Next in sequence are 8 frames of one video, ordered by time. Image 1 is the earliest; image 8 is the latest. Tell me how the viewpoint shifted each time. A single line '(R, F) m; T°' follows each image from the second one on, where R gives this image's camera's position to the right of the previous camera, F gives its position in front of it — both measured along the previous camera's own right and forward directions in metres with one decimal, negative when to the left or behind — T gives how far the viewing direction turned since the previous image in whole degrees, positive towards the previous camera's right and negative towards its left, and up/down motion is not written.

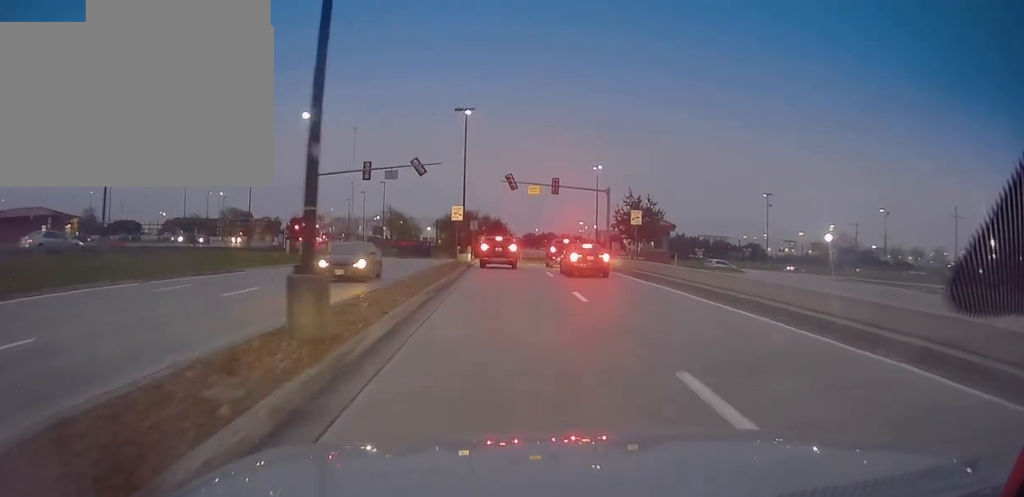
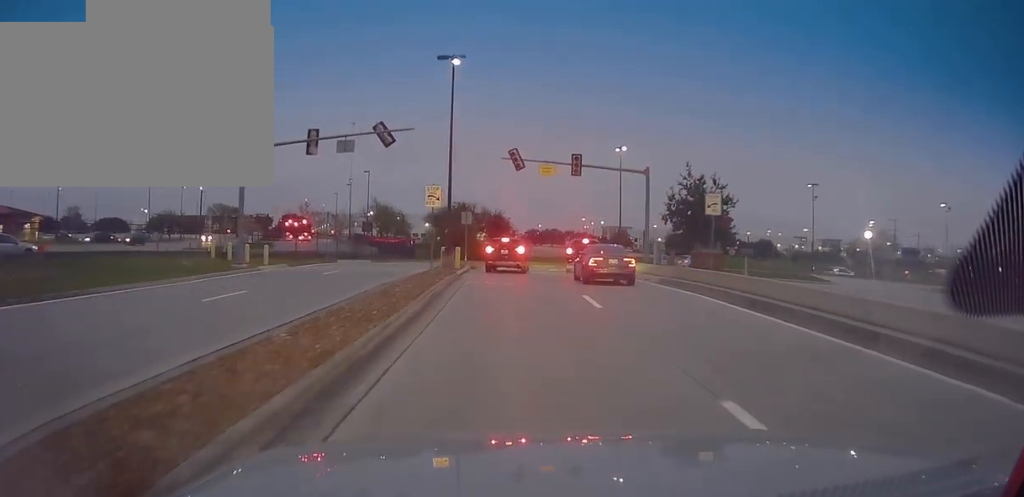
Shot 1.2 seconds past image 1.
(+0.1, +13.8) m; 0°
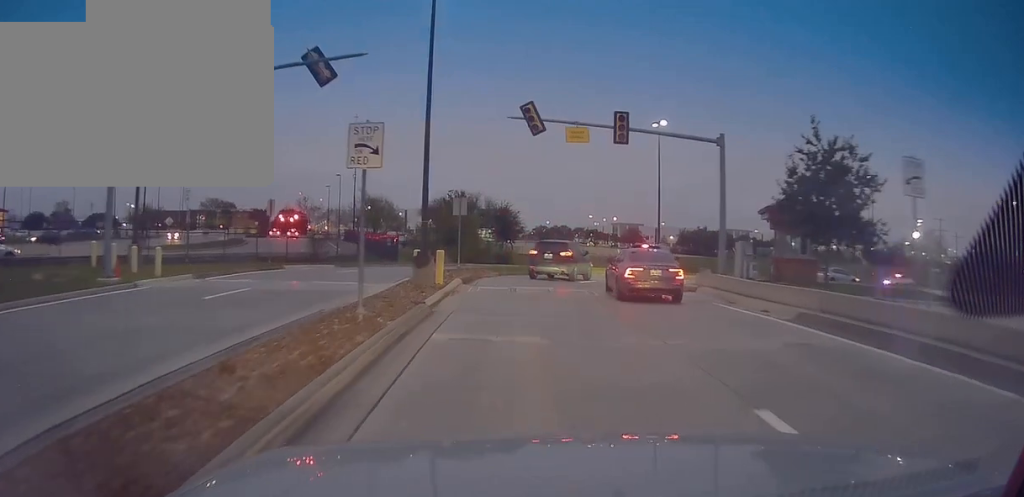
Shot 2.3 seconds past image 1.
(-0.2, +13.3) m; -1°
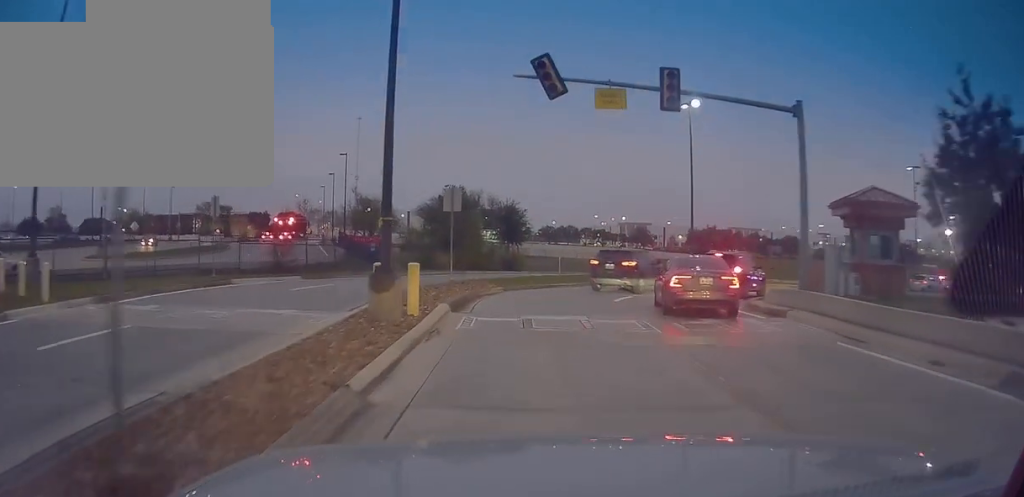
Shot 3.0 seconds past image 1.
(-0.1, +7.9) m; +1°
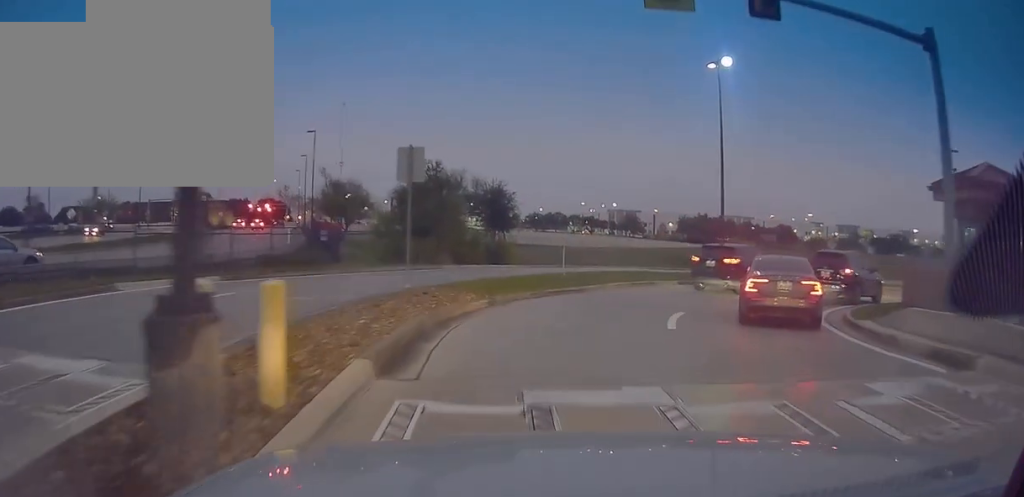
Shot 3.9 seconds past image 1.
(+0.2, +8.8) m; +1°
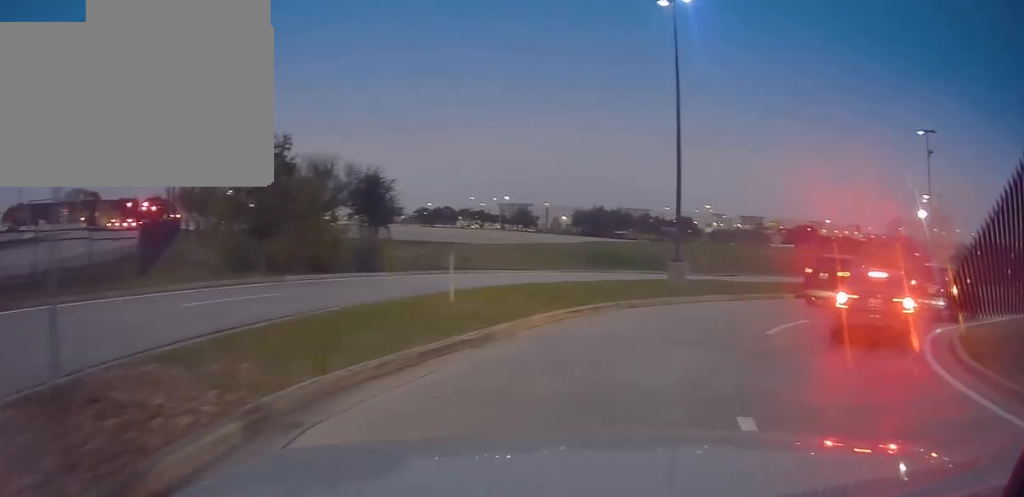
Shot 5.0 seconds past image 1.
(+0.1, +10.6) m; +3°
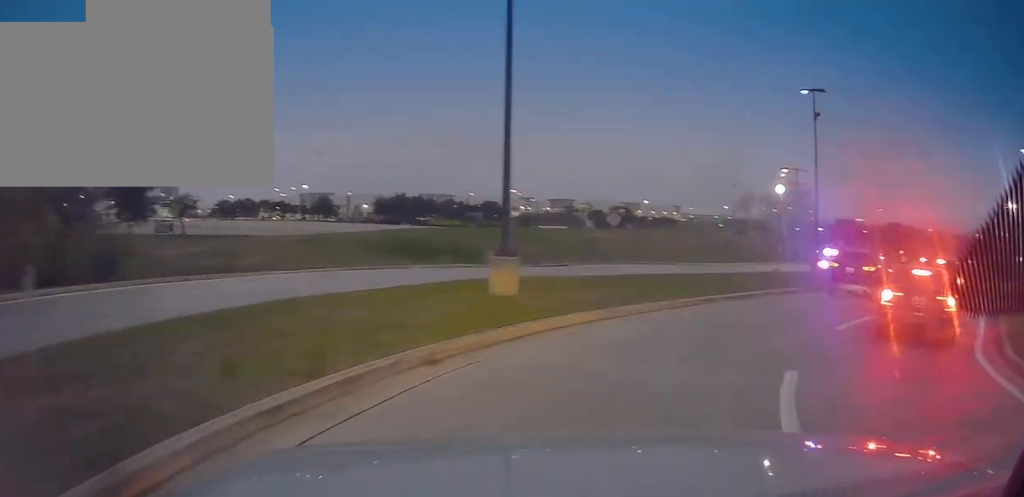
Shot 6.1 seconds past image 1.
(+0.7, +8.9) m; +15°
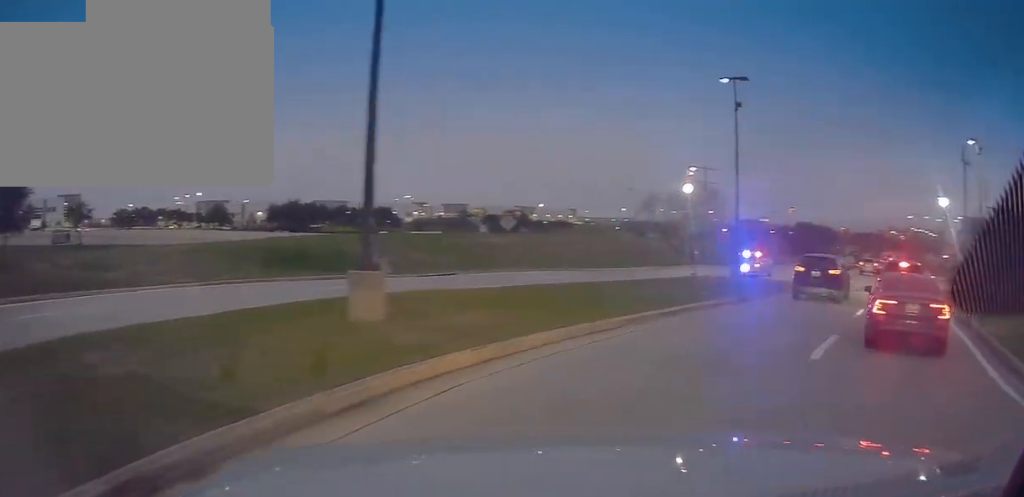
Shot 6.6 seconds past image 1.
(+0.4, +3.5) m; +8°
